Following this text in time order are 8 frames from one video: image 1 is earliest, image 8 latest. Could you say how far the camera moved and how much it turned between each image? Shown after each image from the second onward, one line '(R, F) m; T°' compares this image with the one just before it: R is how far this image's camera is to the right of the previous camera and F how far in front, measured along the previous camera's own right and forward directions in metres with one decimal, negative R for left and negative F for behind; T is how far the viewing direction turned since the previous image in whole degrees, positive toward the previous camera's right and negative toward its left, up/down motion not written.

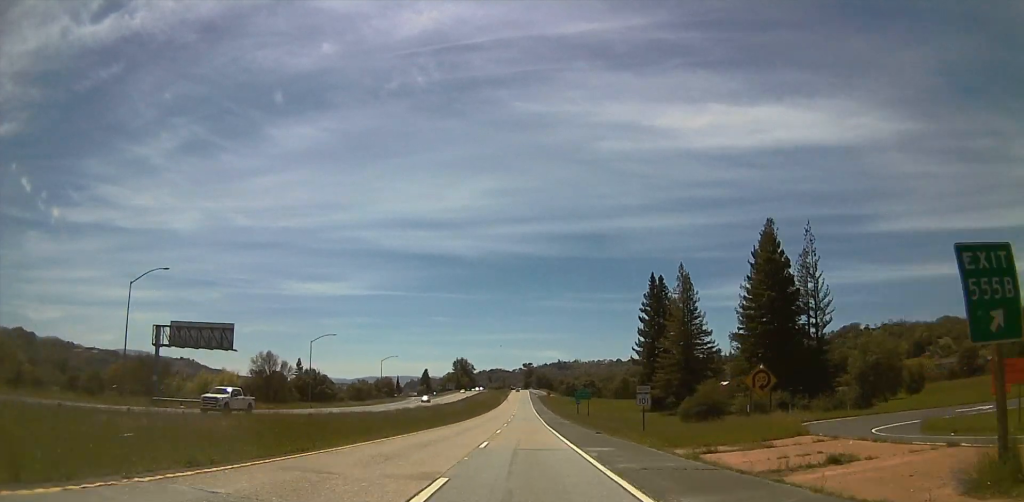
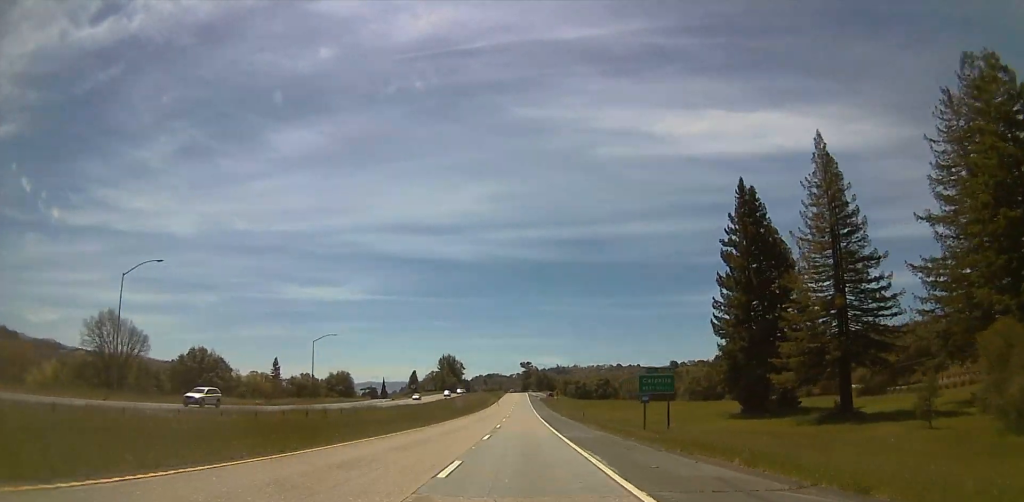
(+1.6, +74.5) m; +1°
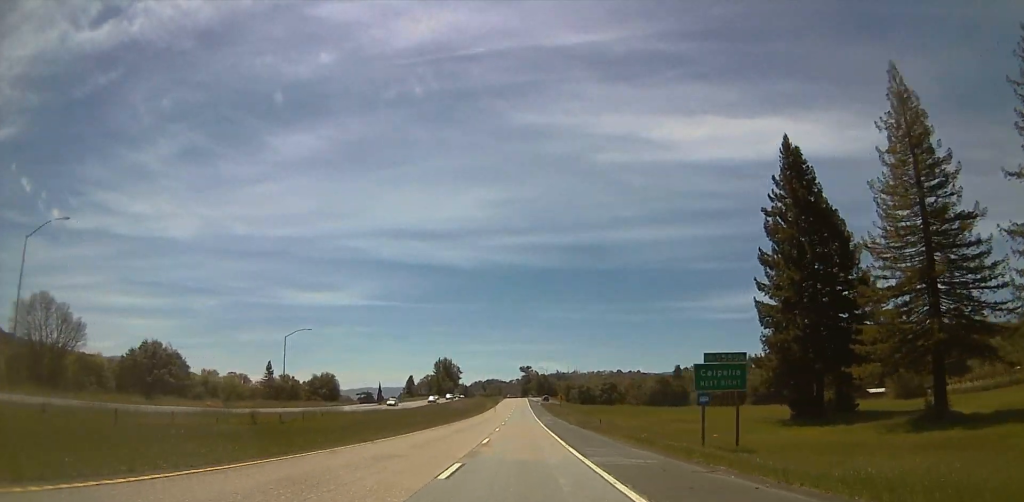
(+0.2, +20.0) m; -1°
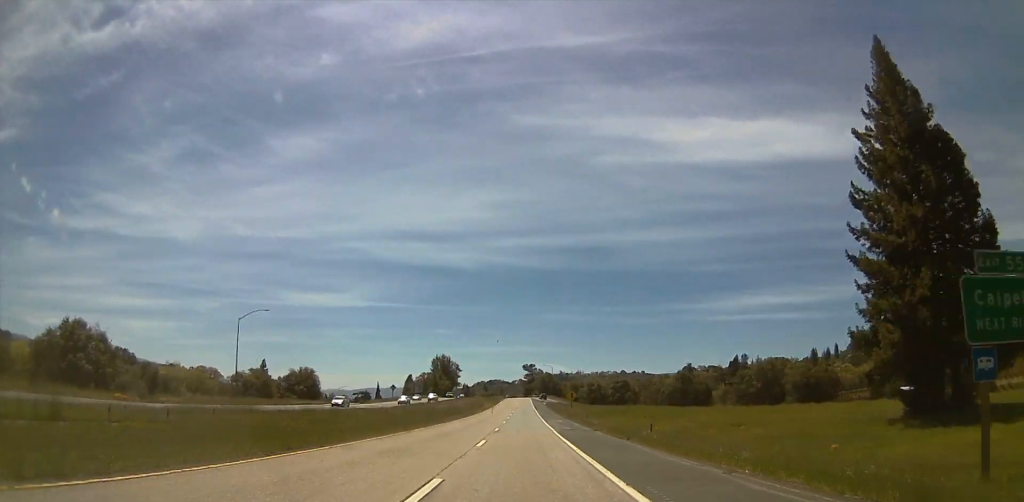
(-0.5, +23.4) m; 0°
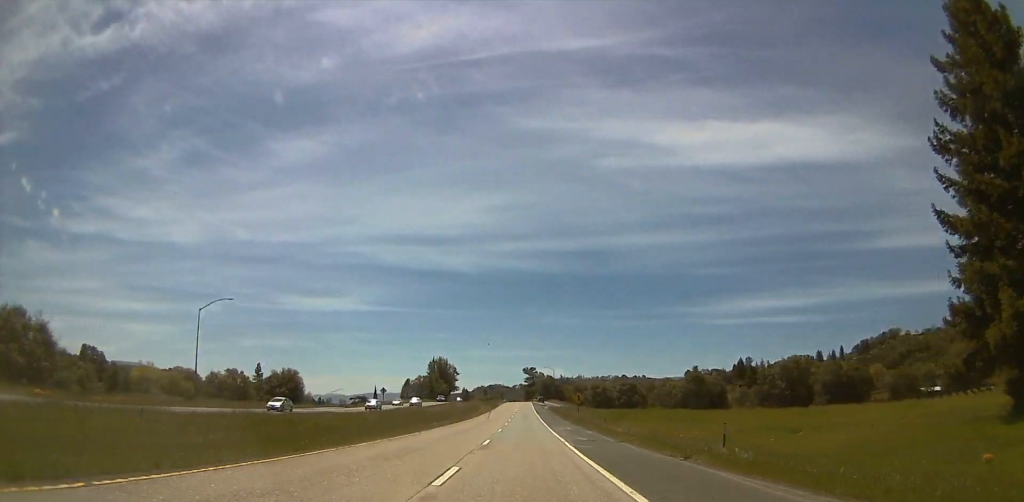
(-0.3, +14.6) m; 0°
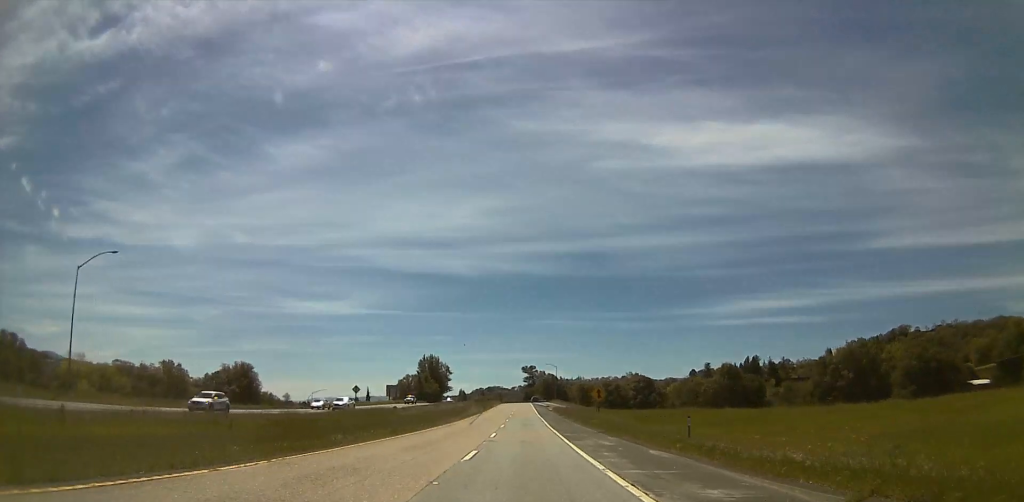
(+0.4, +23.8) m; +1°
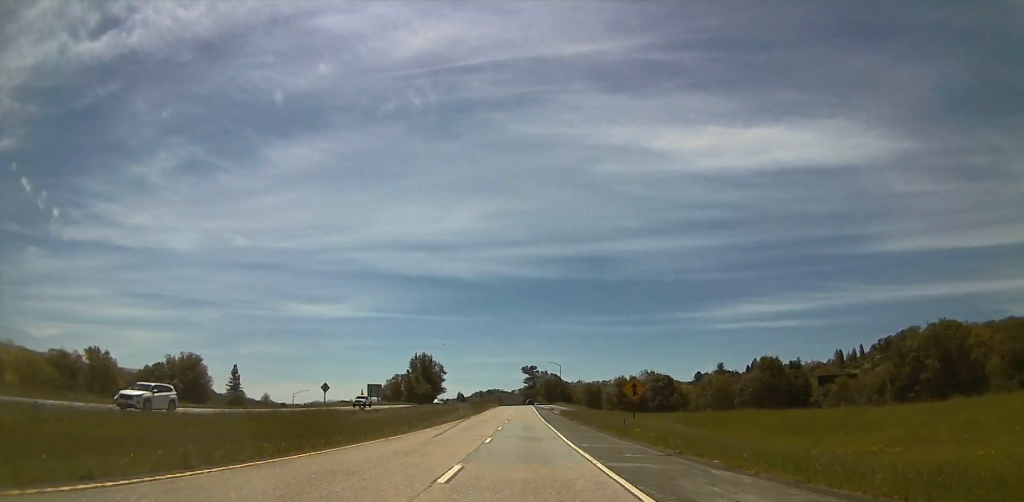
(+0.2, +17.5) m; 0°
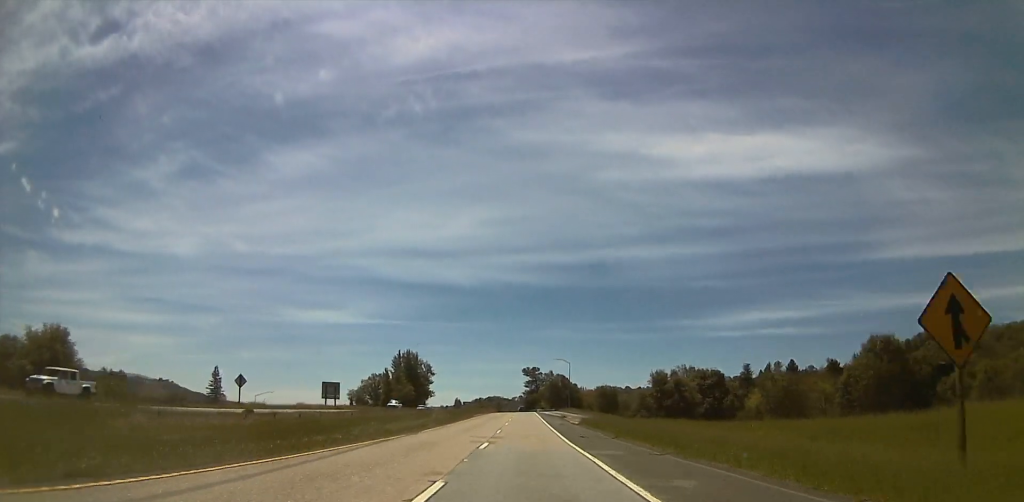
(-0.3, +27.1) m; -2°
